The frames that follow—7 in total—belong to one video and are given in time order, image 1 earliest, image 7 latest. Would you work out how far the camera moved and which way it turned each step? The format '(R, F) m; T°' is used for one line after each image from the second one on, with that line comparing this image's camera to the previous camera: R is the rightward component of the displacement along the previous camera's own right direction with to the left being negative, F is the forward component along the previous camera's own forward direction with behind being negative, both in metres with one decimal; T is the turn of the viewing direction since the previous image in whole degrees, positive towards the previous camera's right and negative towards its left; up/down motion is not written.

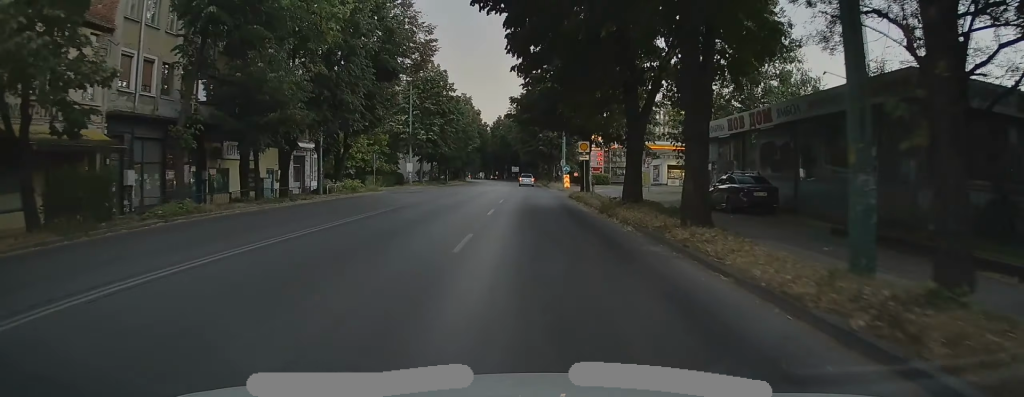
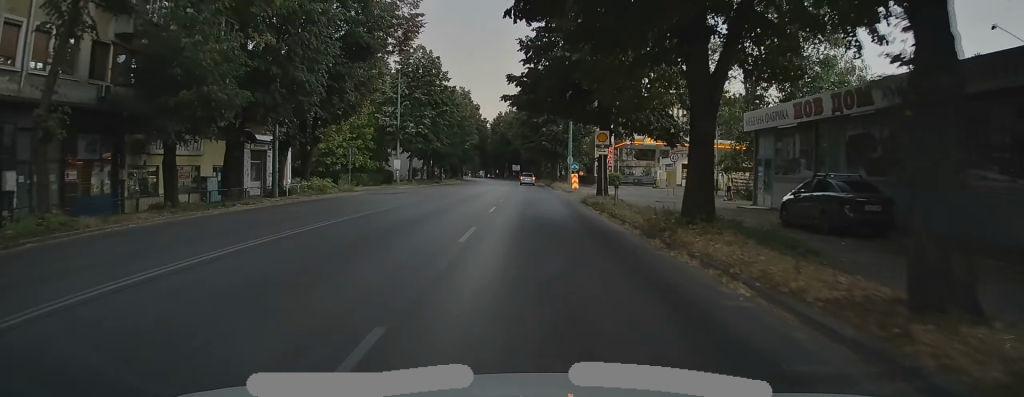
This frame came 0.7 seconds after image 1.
(-0.3, +7.7) m; 0°
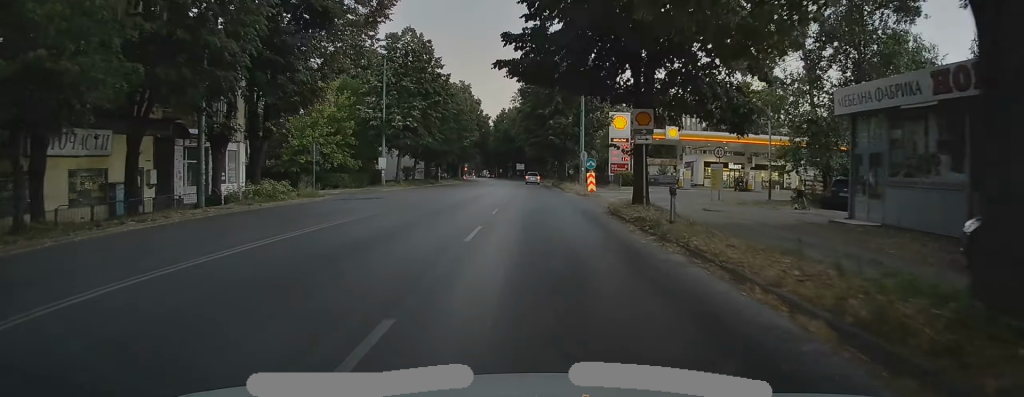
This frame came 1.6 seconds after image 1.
(+0.2, +8.3) m; +1°
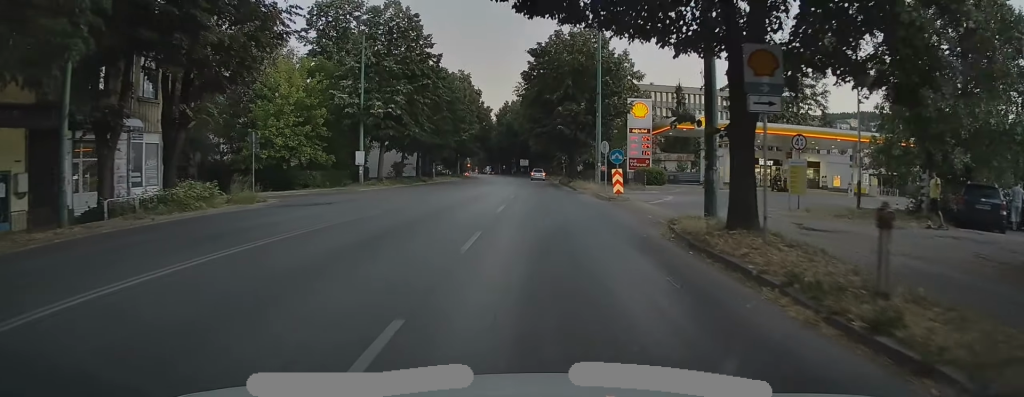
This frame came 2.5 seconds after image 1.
(0.0, +8.8) m; +1°
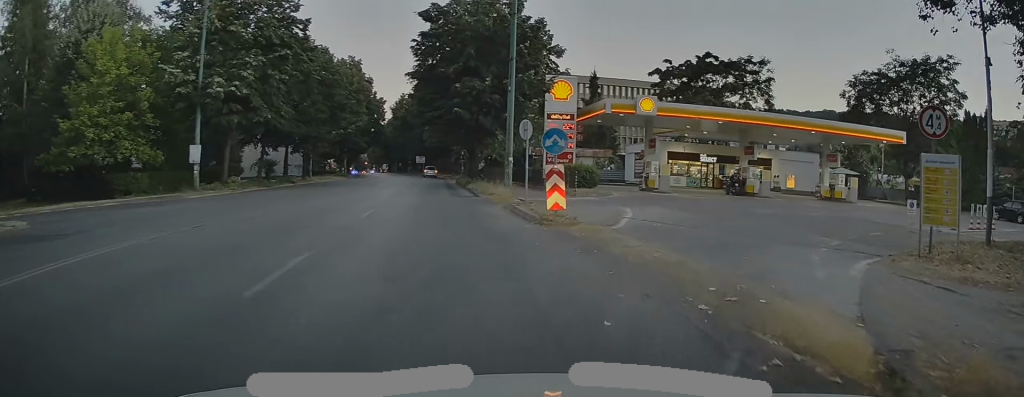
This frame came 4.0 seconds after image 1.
(+0.3, +12.5) m; +5°
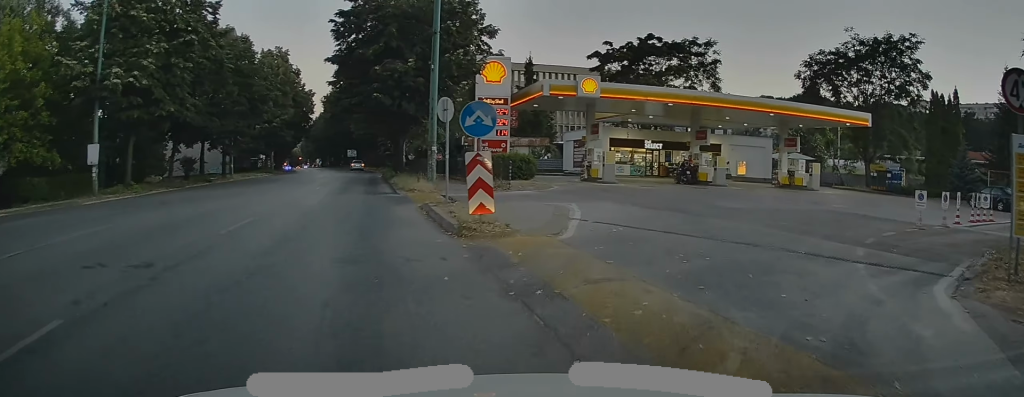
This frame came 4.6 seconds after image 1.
(+0.2, +4.0) m; +2°
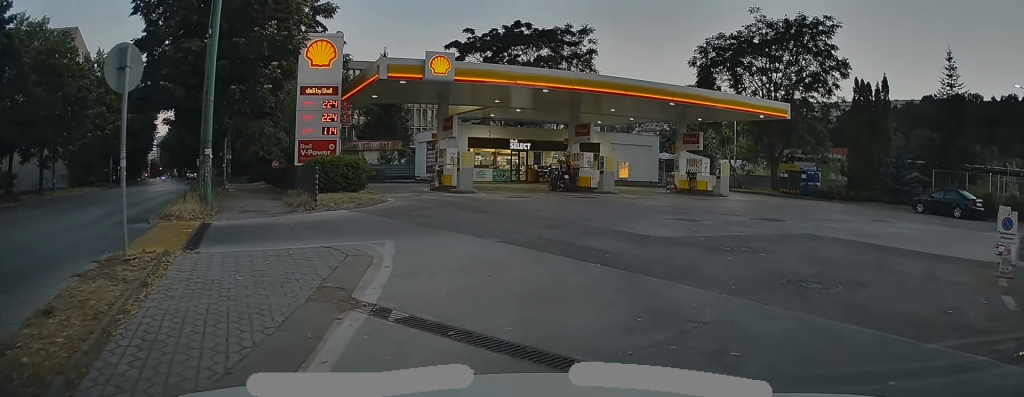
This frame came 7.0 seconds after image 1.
(+1.4, +8.2) m; +22°
